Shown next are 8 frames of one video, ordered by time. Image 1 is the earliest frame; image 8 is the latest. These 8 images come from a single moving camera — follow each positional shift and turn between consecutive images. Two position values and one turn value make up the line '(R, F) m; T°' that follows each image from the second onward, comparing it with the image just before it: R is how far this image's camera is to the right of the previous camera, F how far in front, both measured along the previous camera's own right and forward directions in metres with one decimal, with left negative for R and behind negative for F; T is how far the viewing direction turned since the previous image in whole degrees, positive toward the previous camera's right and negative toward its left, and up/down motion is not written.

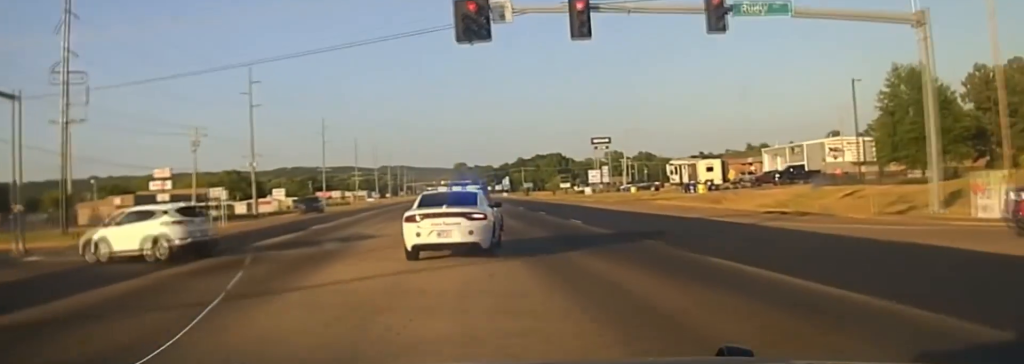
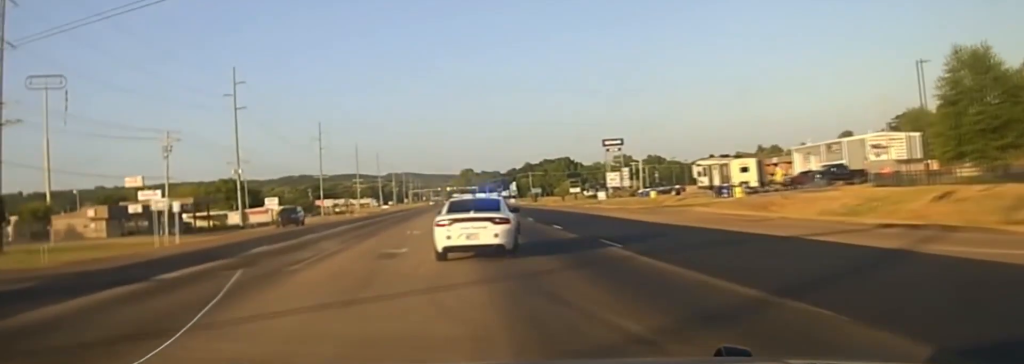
(+0.1, +11.3) m; 0°
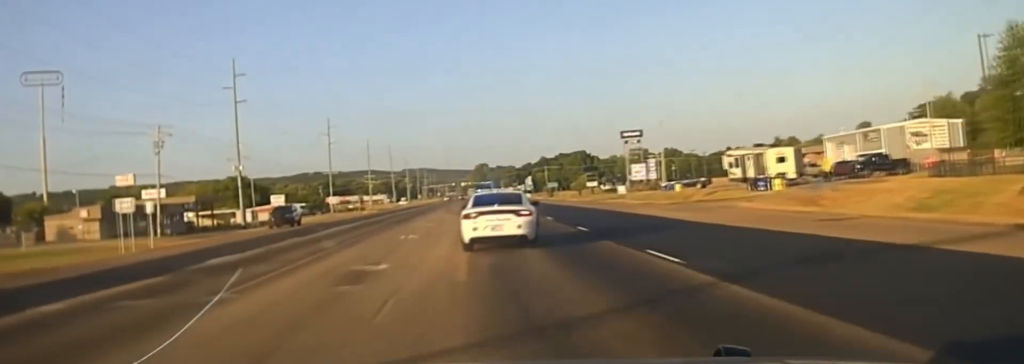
(+0.1, +6.1) m; -1°
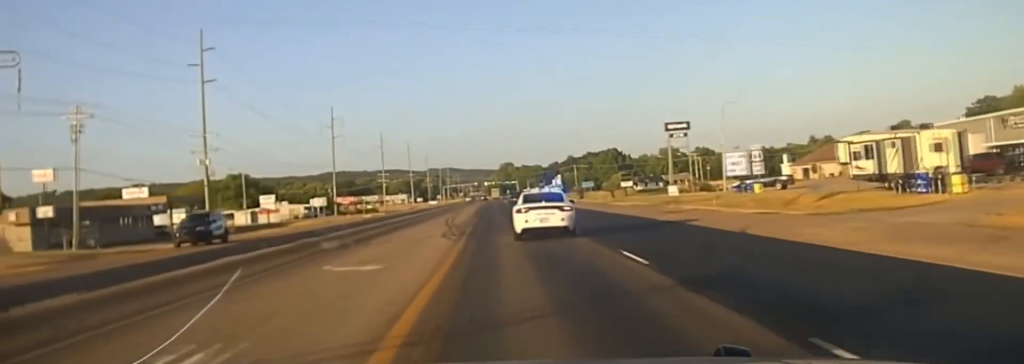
(-0.5, +21.7) m; -2°
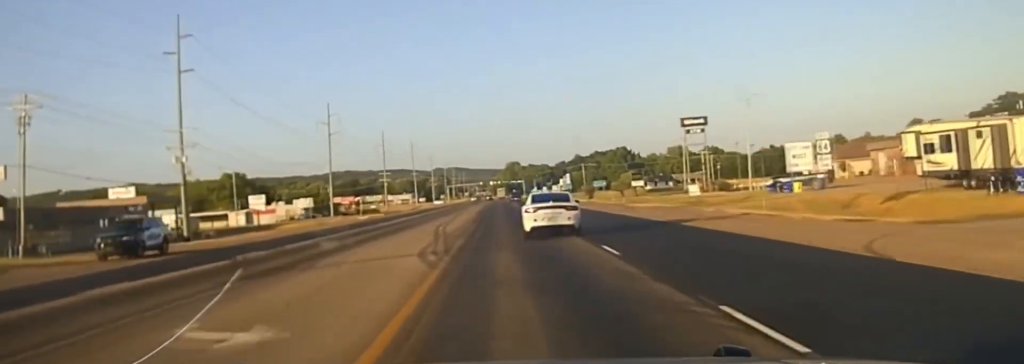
(-0.1, +9.6) m; 0°
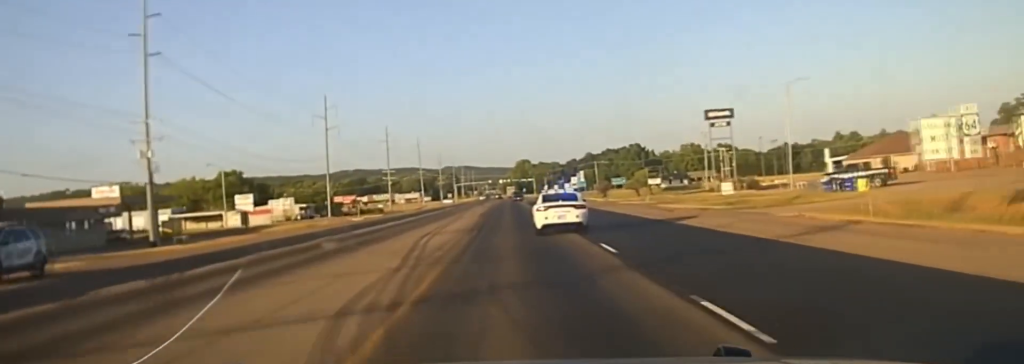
(0.0, +9.9) m; 0°
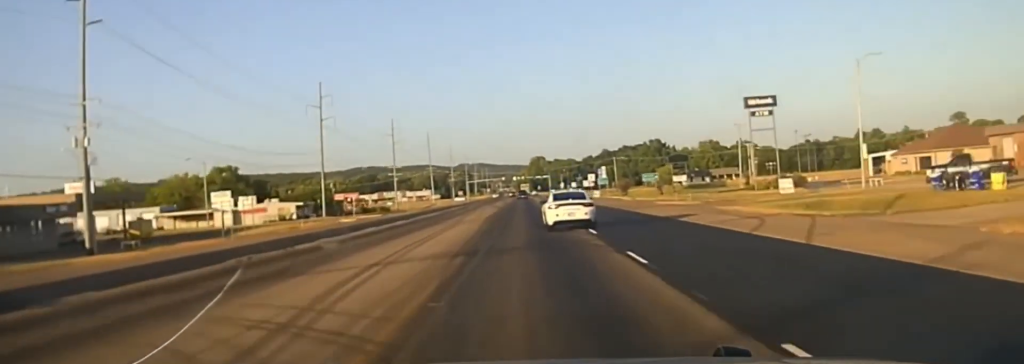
(-0.1, +16.0) m; 0°
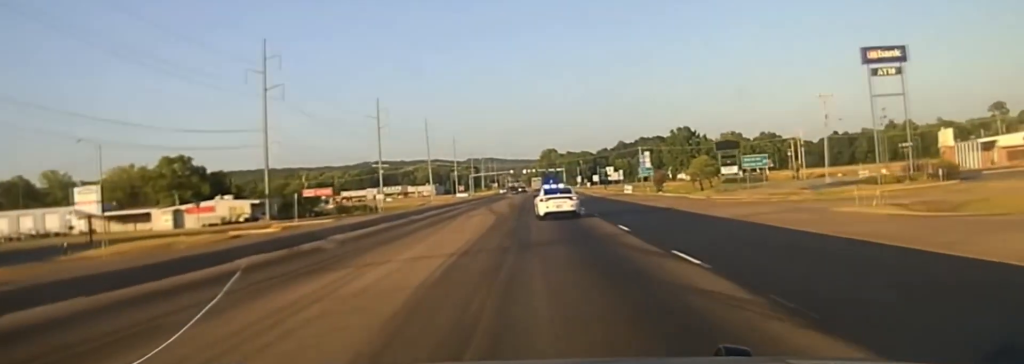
(-0.4, +38.9) m; -1°
